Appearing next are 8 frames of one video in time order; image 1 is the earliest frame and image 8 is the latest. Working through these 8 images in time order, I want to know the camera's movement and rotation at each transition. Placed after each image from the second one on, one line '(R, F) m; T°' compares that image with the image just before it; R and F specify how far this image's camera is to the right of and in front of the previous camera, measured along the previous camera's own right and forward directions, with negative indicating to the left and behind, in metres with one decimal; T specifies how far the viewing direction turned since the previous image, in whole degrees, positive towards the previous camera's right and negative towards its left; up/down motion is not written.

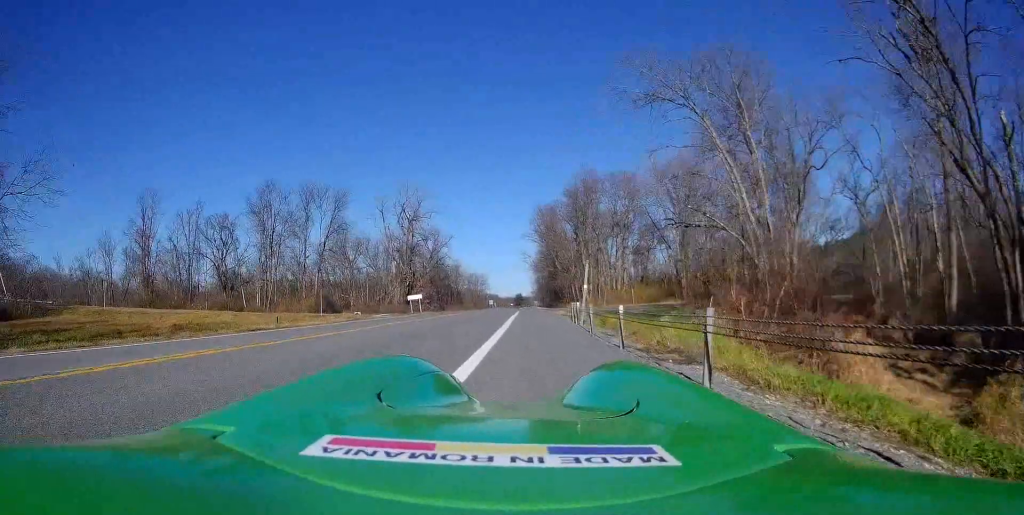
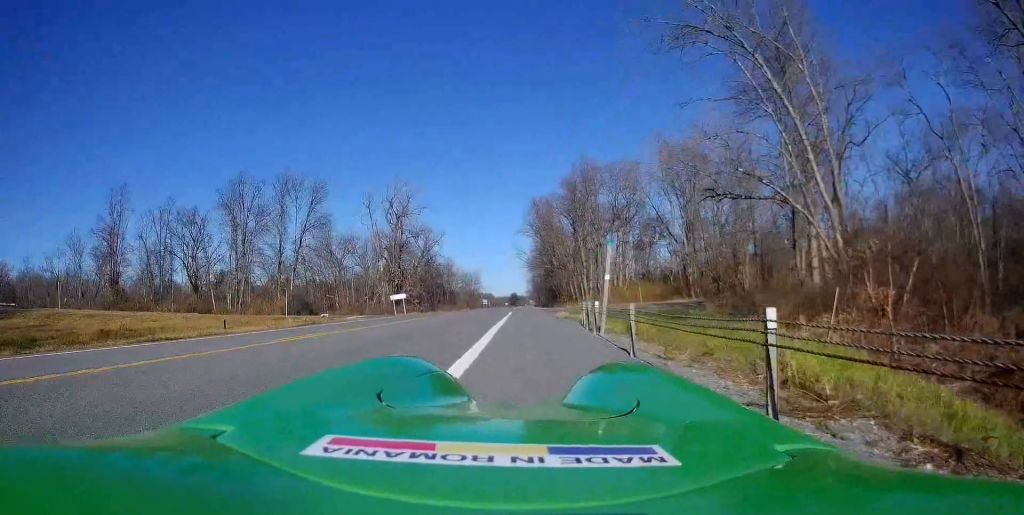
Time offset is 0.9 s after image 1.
(-0.1, +6.5) m; 0°
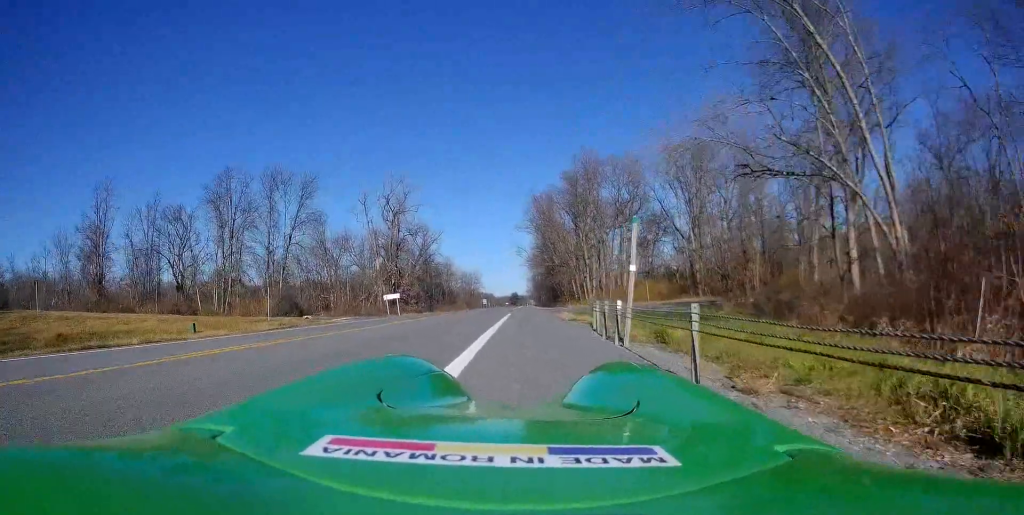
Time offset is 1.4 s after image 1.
(+0.2, +3.3) m; 0°
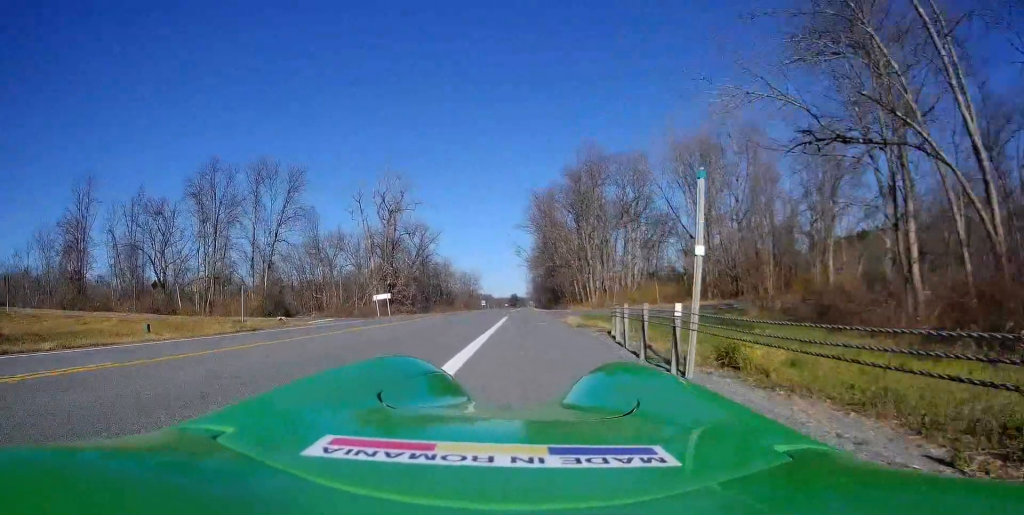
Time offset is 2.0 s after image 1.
(-0.1, +4.2) m; -1°
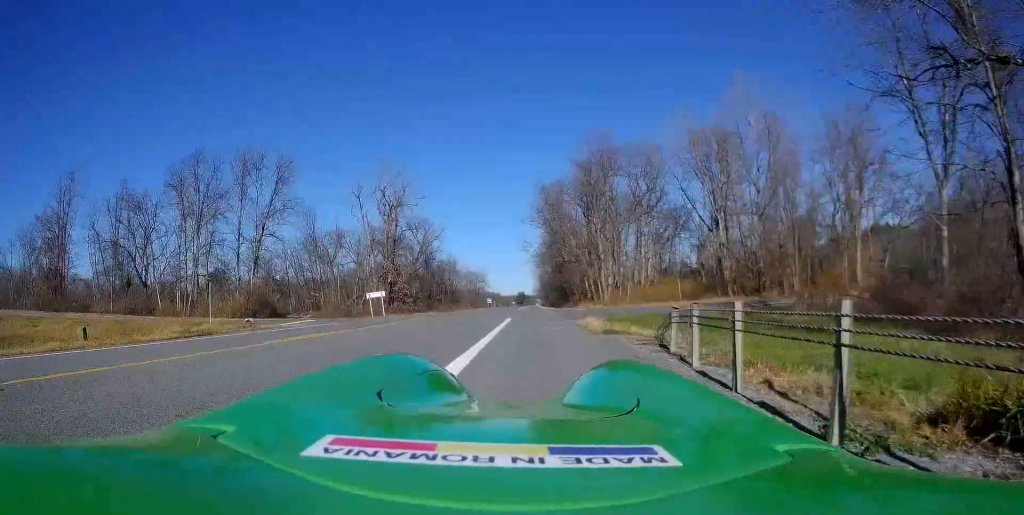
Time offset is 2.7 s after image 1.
(-0.2, +5.1) m; -2°
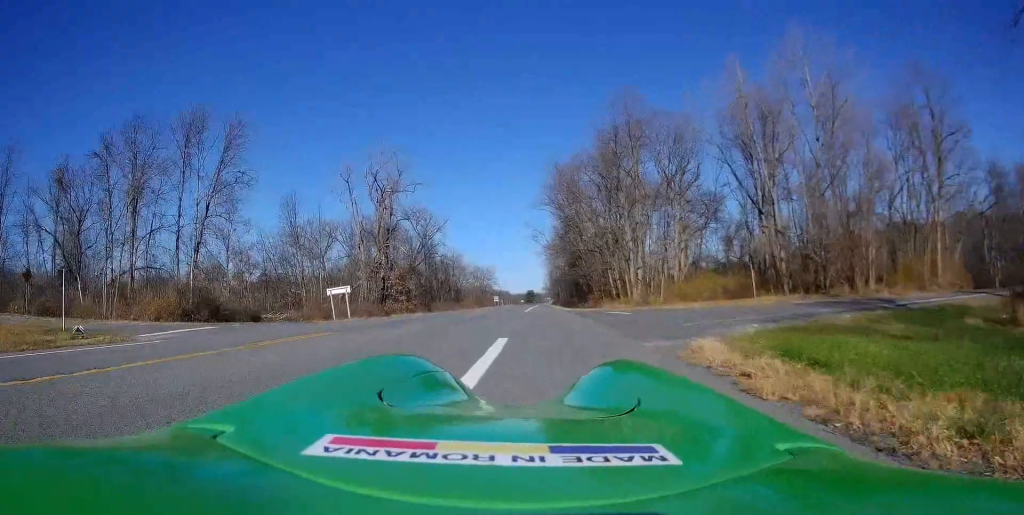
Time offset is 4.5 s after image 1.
(+0.1, +13.2) m; 0°
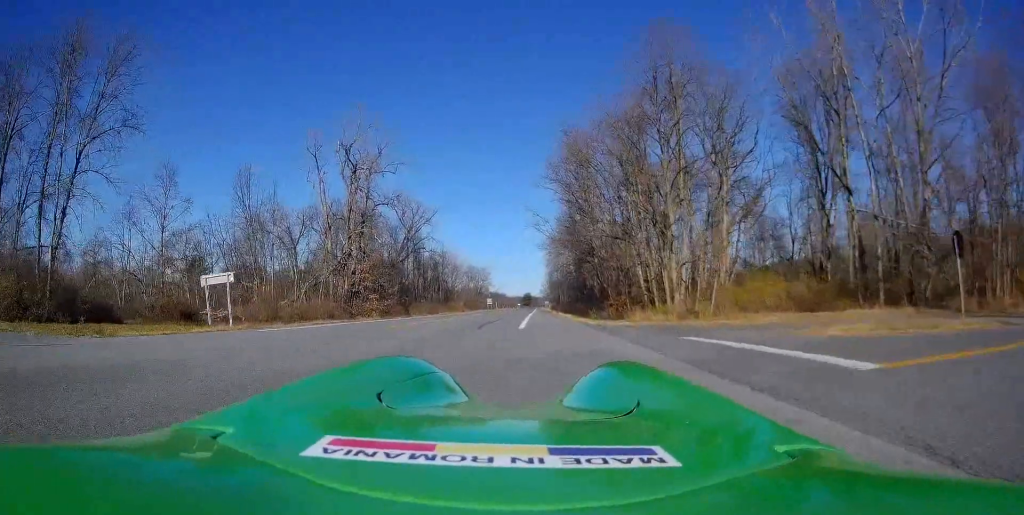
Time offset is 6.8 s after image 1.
(+1.0, +16.5) m; +7°
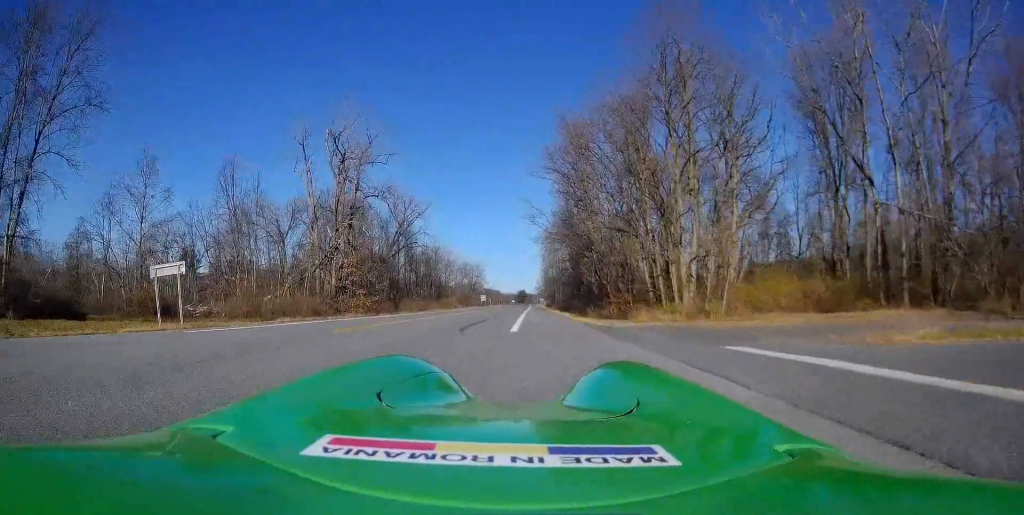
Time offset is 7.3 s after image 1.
(0.0, +3.6) m; 0°
